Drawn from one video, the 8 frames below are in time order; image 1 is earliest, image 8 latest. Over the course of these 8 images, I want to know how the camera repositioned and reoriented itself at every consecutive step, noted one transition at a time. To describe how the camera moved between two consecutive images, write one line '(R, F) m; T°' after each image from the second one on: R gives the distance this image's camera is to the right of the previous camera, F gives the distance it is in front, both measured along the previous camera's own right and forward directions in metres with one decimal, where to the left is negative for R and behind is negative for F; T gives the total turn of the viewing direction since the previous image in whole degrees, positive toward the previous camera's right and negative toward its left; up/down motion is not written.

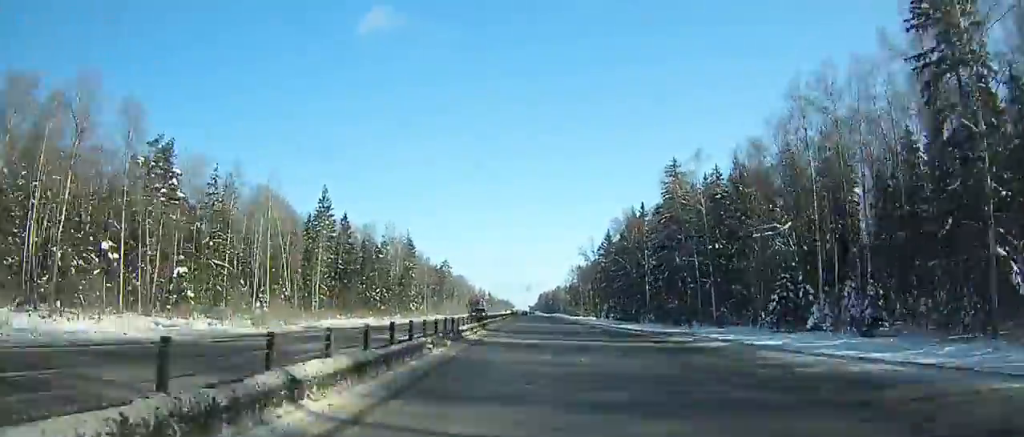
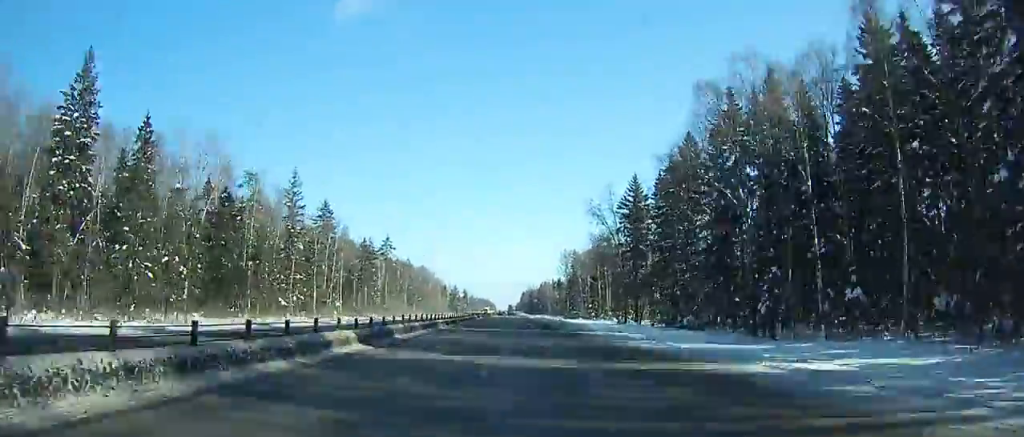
(-3.8, +69.3) m; -3°
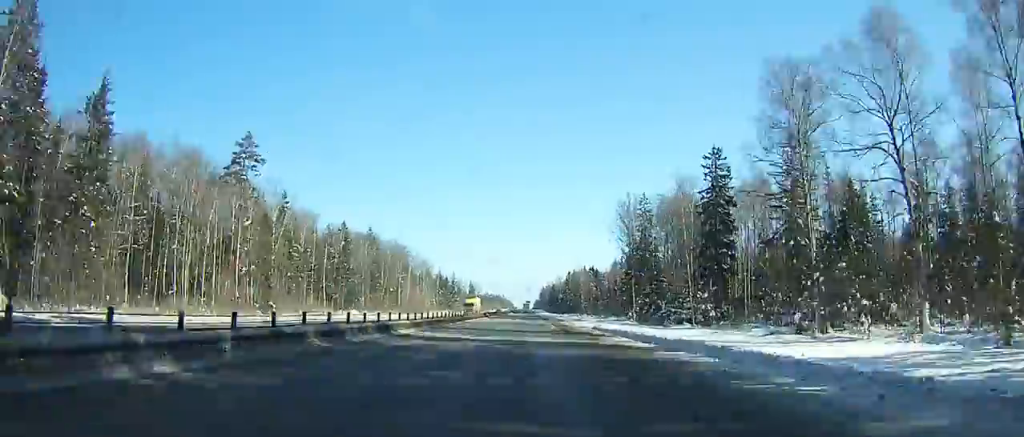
(-0.9, +97.4) m; +1°
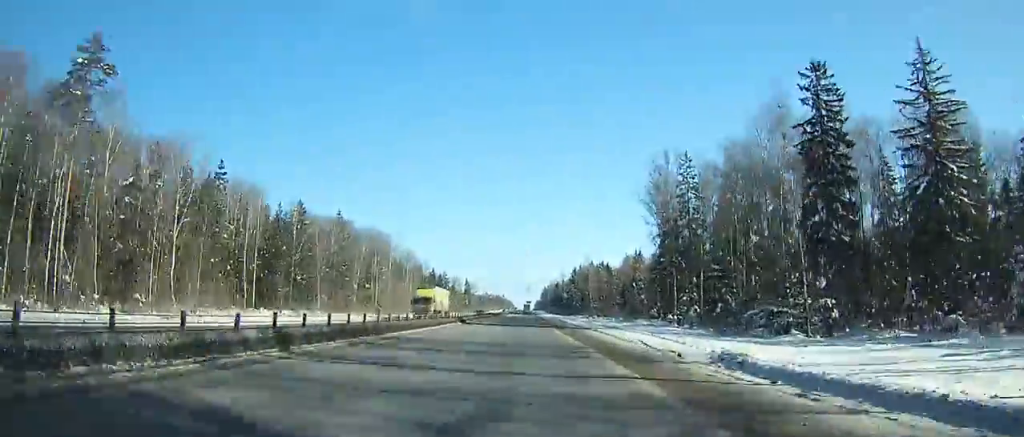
(+0.2, +32.6) m; 0°
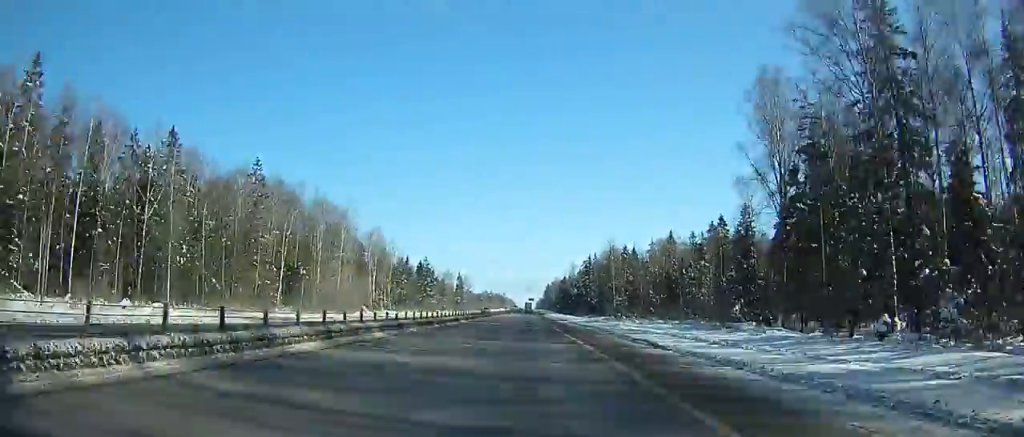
(+0.4, +49.8) m; -1°
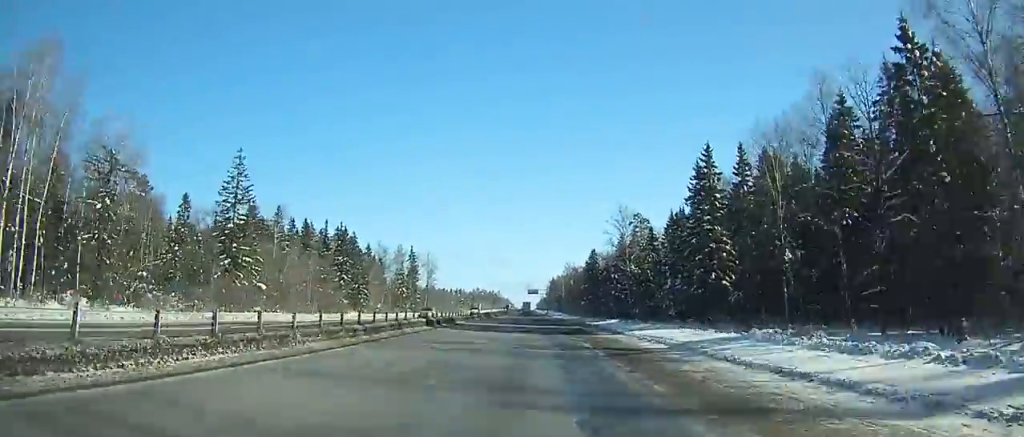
(+1.5, +133.2) m; +2°
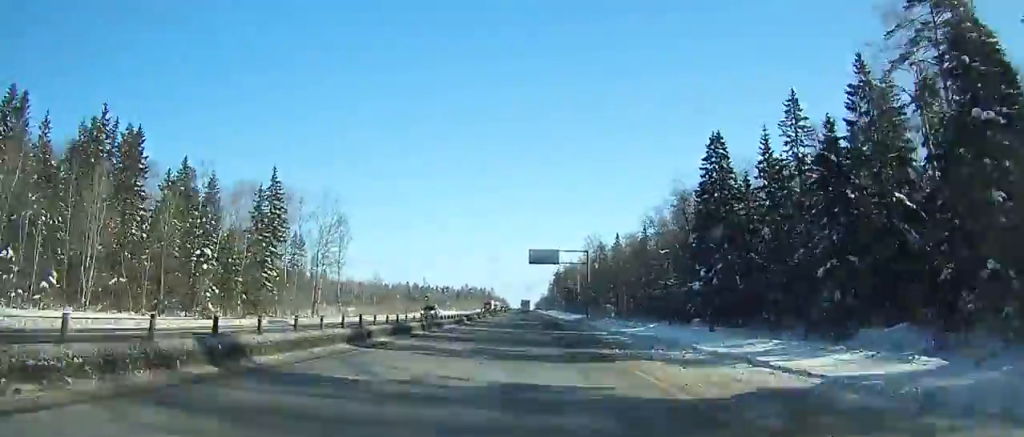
(-0.7, +110.6) m; -1°
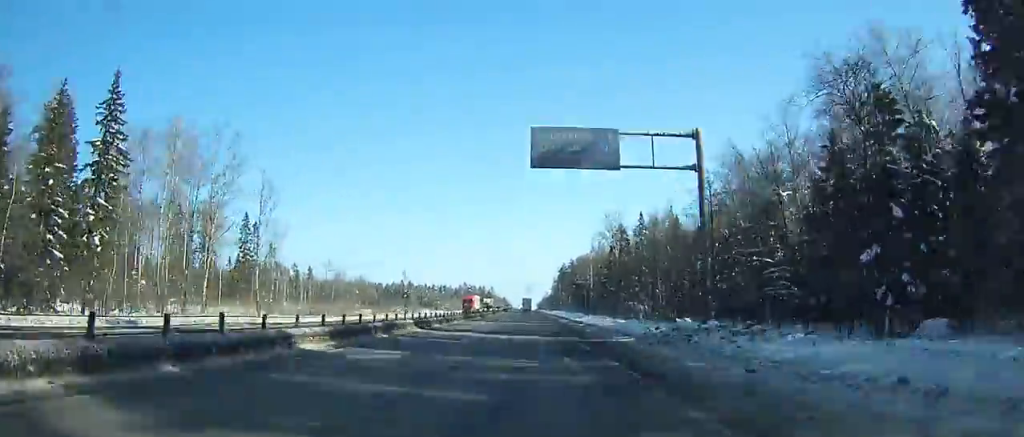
(0.0, +40.7) m; 0°
